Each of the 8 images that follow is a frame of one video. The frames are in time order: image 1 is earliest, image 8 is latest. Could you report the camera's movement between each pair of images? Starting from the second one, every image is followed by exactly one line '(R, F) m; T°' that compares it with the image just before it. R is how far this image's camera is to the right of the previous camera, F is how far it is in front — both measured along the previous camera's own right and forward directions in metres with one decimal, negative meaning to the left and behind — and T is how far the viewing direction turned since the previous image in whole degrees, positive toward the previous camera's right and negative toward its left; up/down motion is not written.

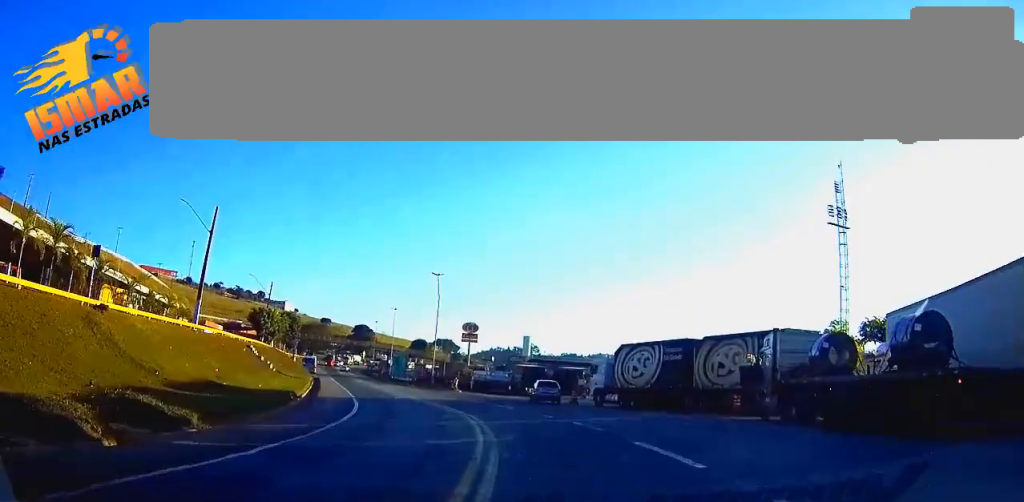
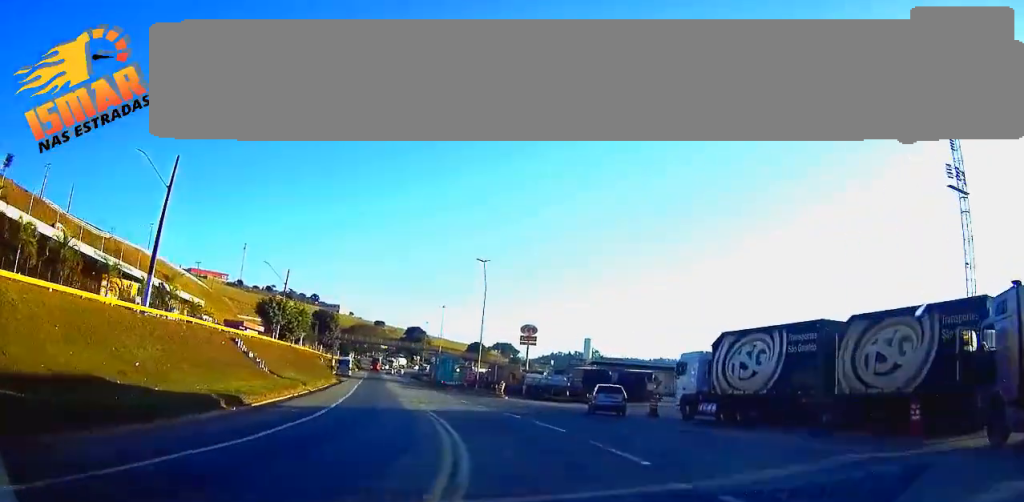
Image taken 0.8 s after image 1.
(-0.7, +13.9) m; -6°
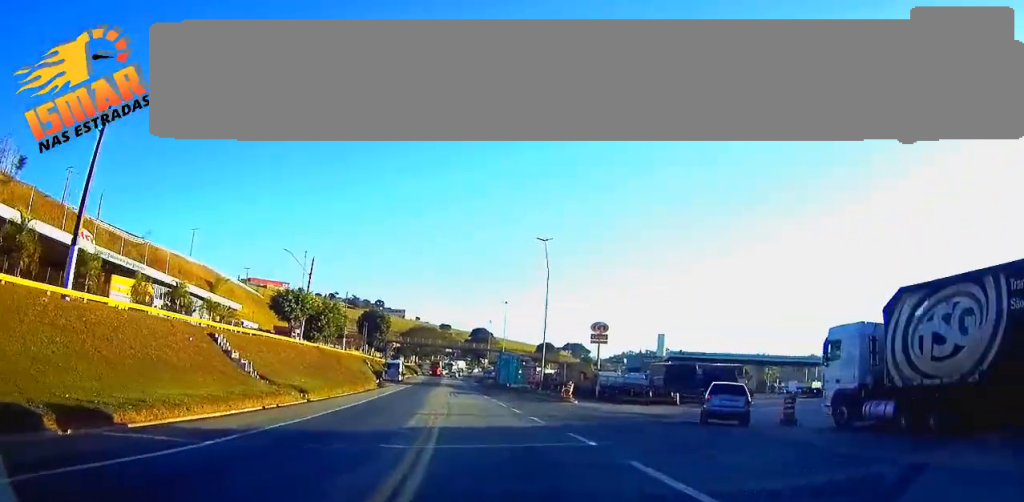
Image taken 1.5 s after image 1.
(-0.5, +12.5) m; -5°
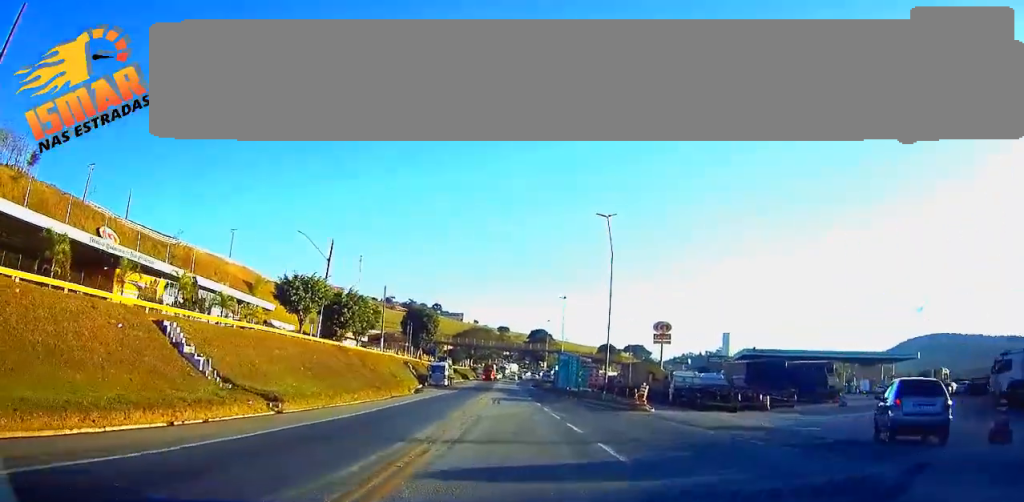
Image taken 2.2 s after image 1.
(-0.5, +10.8) m; -3°
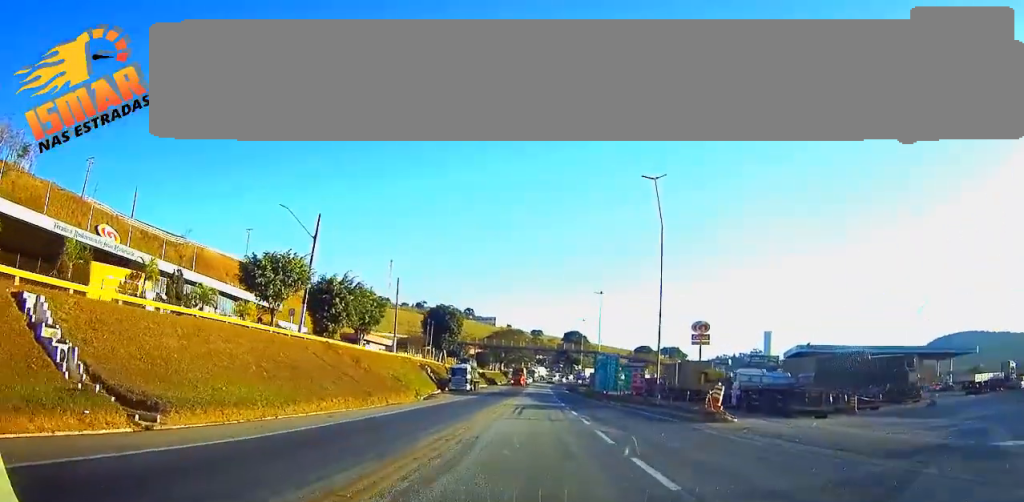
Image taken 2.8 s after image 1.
(-0.2, +10.8) m; -2°
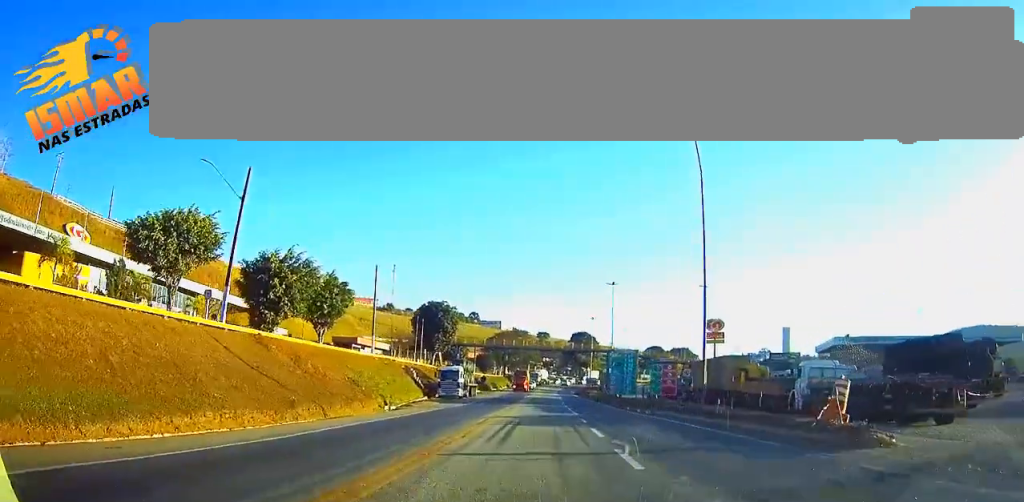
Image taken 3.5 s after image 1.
(-0.1, +12.0) m; -1°
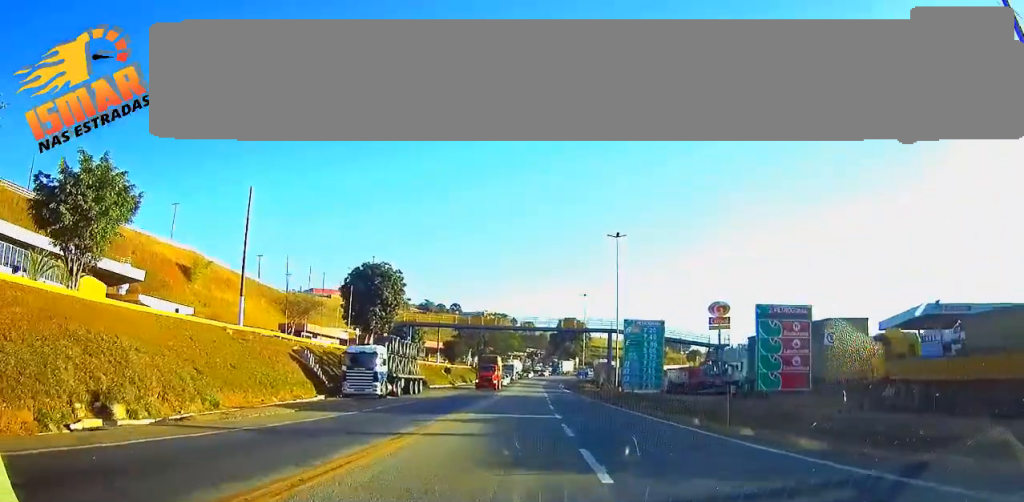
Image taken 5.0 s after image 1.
(-0.1, +25.9) m; -1°
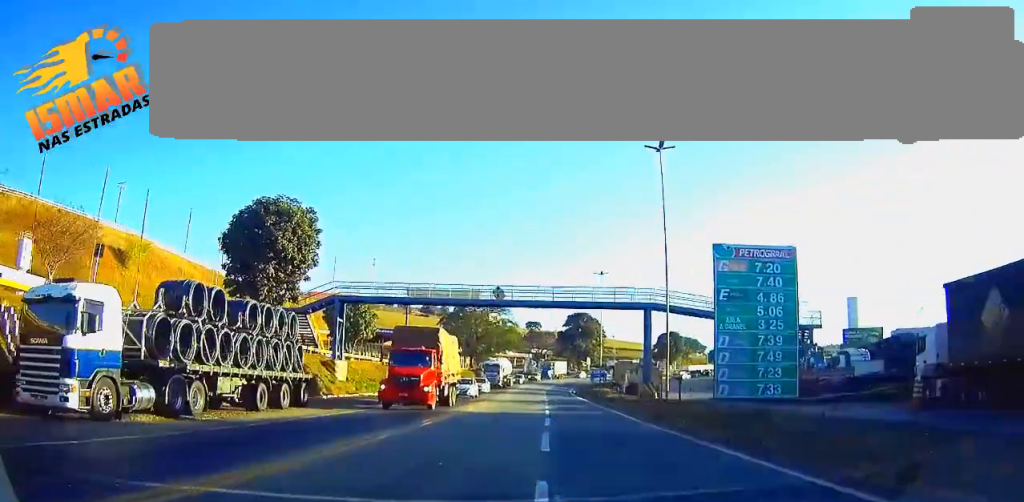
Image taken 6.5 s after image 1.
(-0.3, +27.3) m; -2°
